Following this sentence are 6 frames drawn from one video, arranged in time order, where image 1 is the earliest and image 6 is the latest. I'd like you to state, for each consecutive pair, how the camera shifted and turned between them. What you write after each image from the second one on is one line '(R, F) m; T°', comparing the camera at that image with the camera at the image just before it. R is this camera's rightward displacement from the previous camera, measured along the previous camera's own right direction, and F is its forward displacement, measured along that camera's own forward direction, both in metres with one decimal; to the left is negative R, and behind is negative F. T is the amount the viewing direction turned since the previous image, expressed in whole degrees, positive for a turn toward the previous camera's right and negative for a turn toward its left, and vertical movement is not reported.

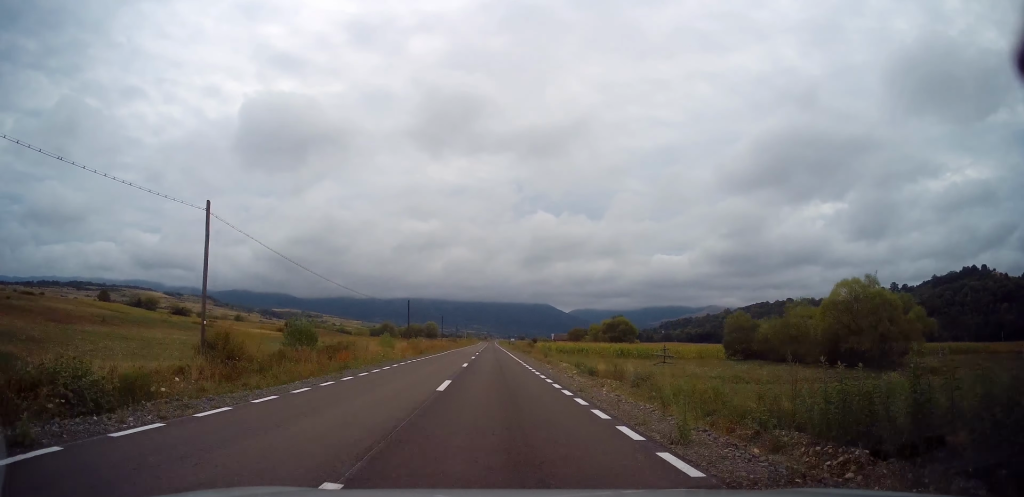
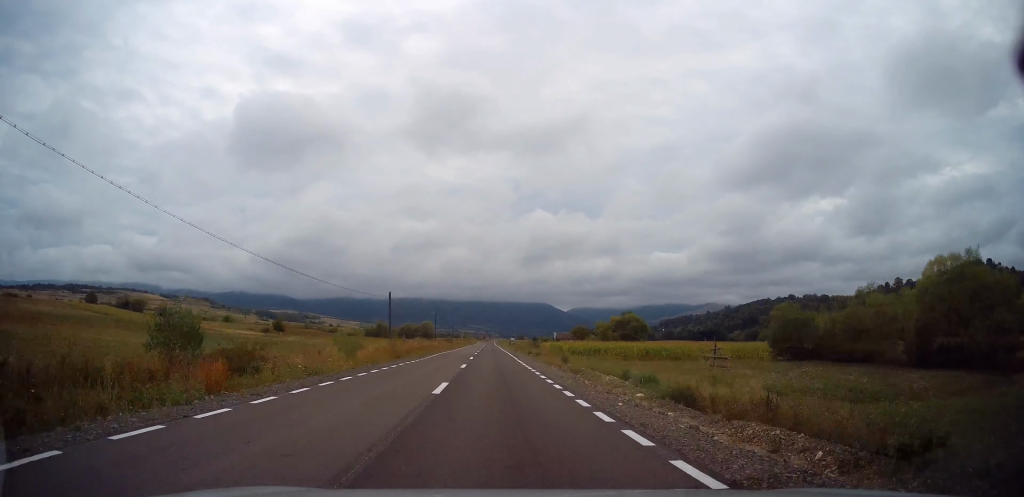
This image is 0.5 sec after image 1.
(-0.1, +12.3) m; 0°
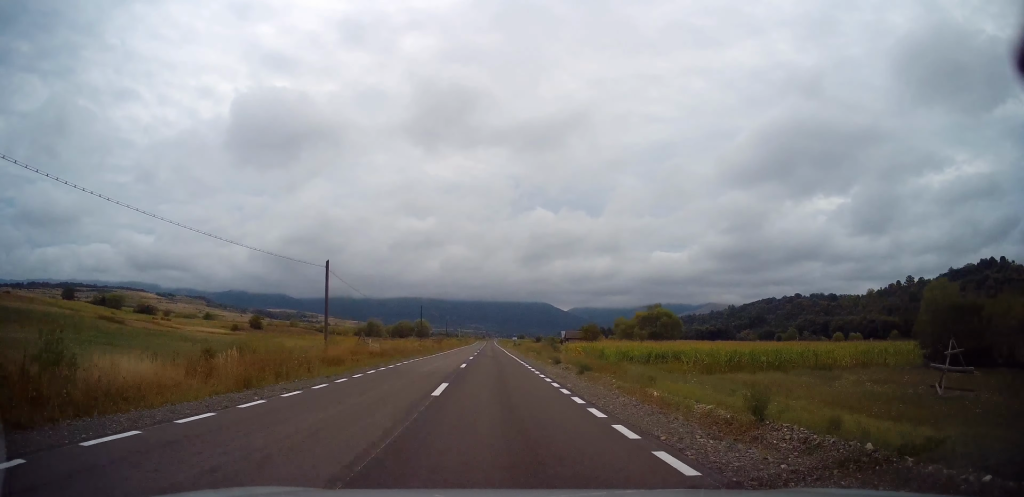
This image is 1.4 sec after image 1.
(+0.4, +23.2) m; 0°
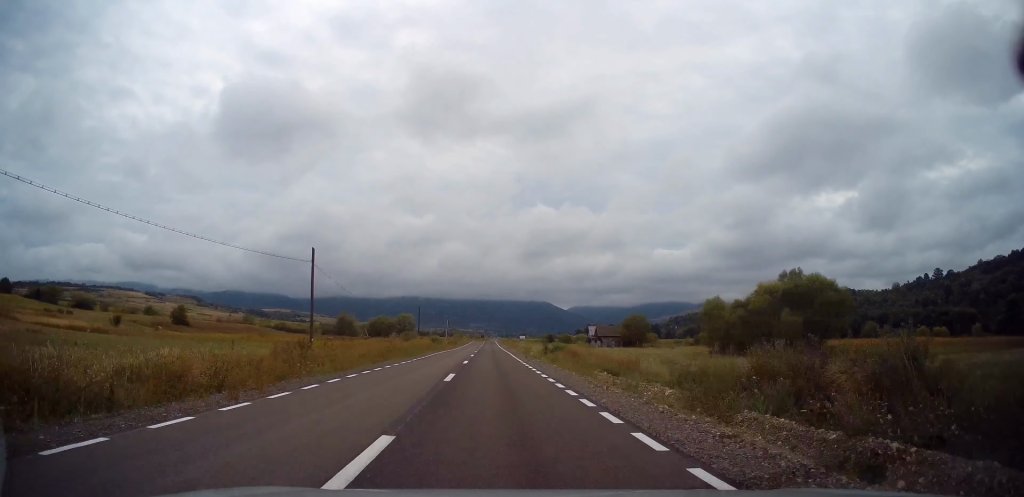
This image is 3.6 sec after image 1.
(-0.5, +54.2) m; -1°
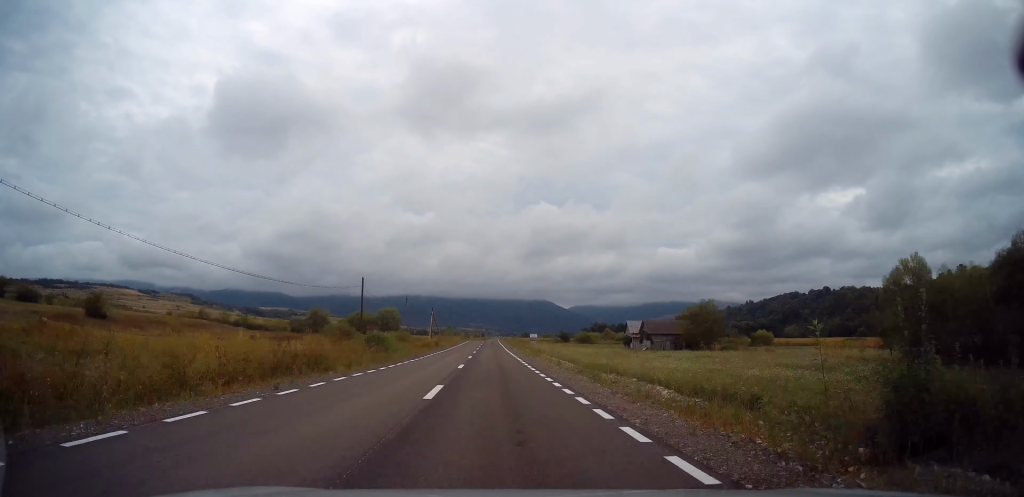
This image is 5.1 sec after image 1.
(0.0, +38.5) m; 0°
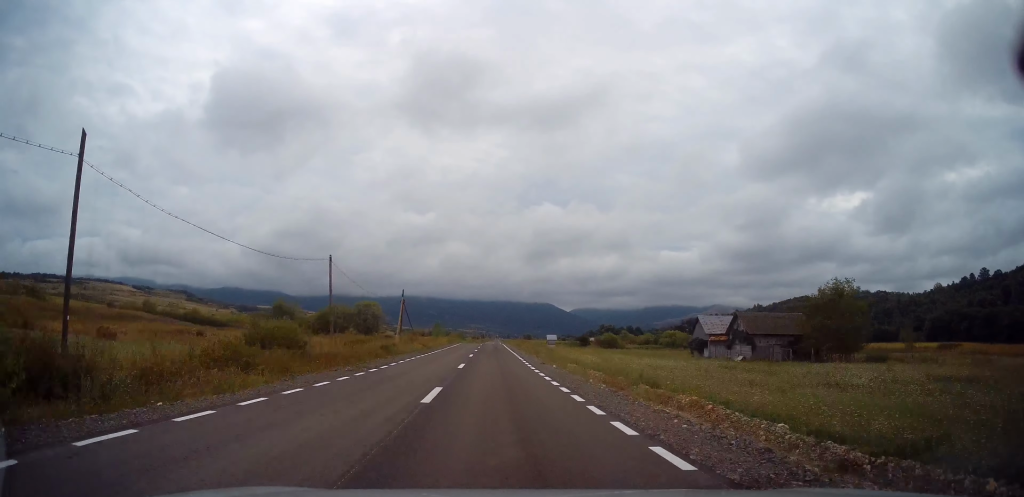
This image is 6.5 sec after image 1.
(-0.3, +34.8) m; 0°
